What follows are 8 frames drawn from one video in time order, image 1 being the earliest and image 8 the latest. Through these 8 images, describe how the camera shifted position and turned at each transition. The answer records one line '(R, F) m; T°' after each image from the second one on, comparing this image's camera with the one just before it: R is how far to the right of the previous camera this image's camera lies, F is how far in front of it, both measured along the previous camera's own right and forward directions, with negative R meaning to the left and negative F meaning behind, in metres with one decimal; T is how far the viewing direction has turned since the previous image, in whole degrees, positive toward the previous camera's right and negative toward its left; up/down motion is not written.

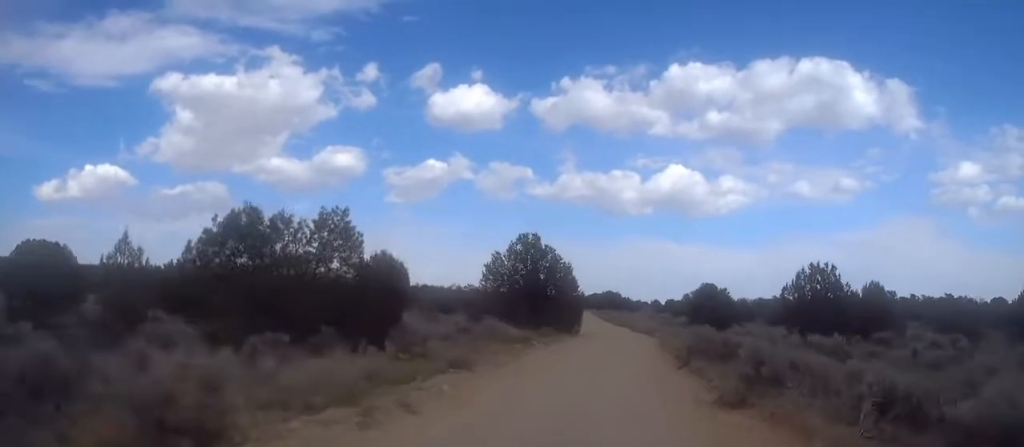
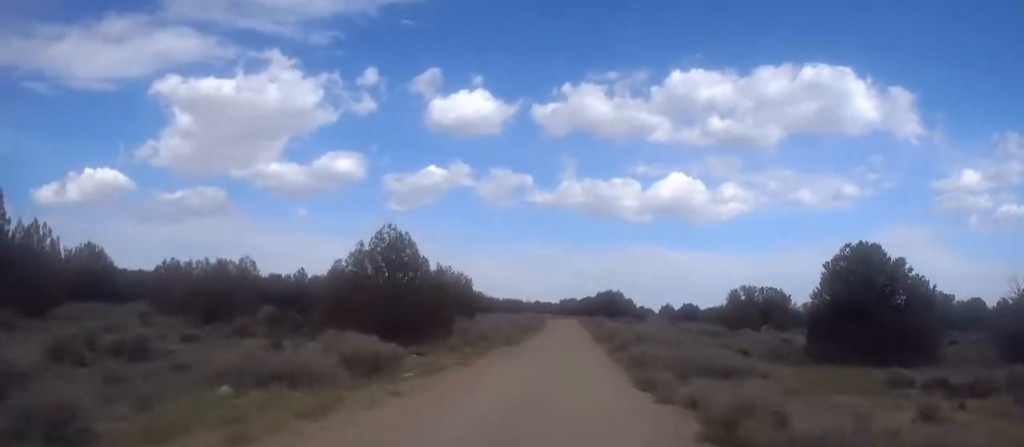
(+4.1, +57.4) m; +4°
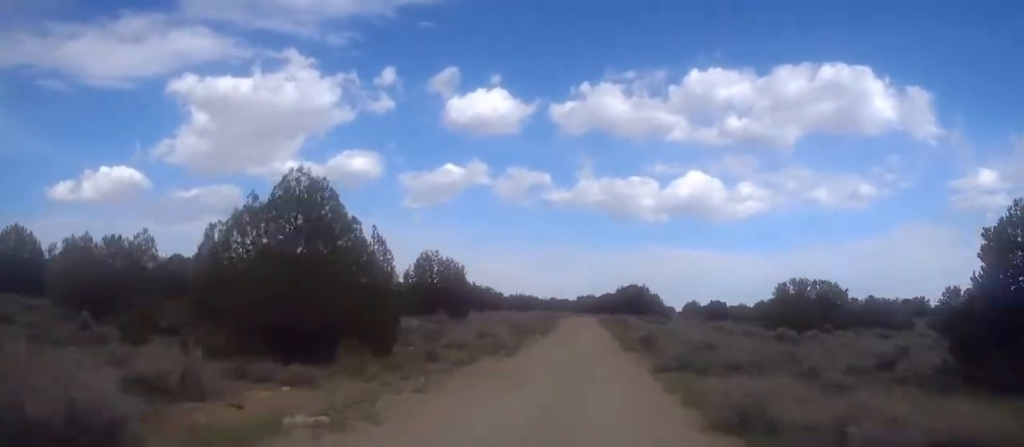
(-0.2, +13.6) m; -1°
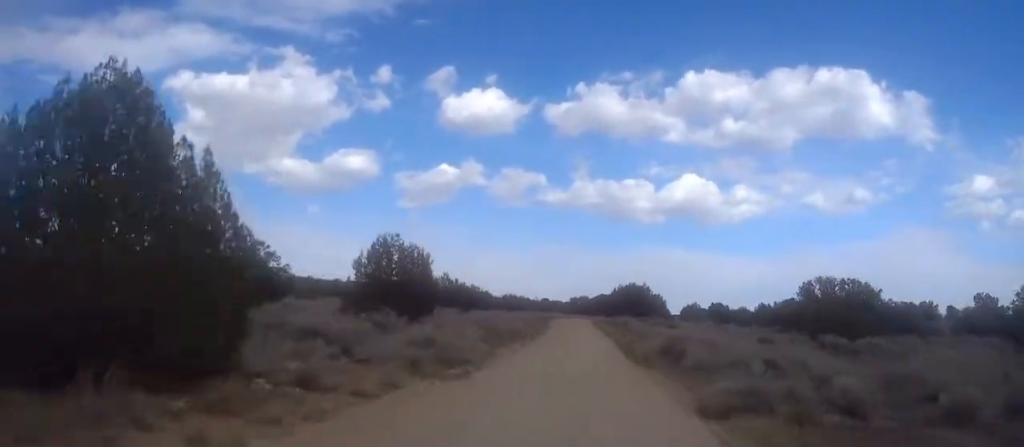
(-0.1, +9.8) m; 0°
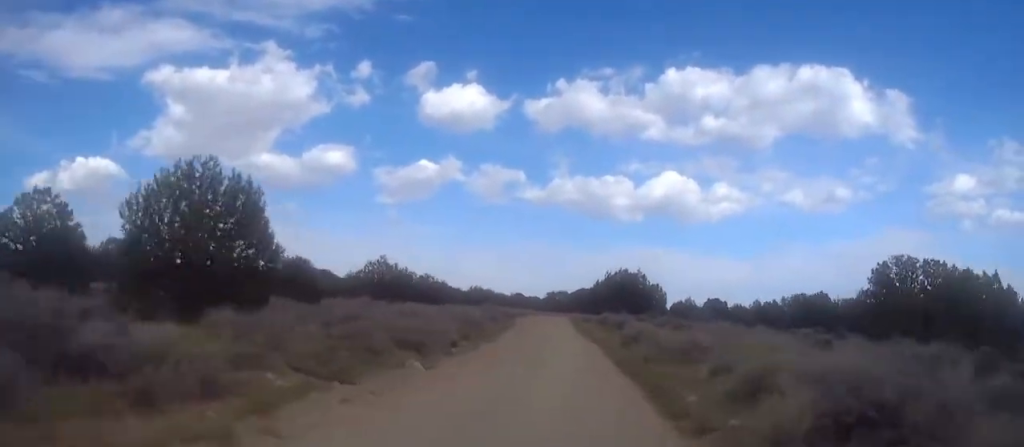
(-0.3, +19.8) m; 0°
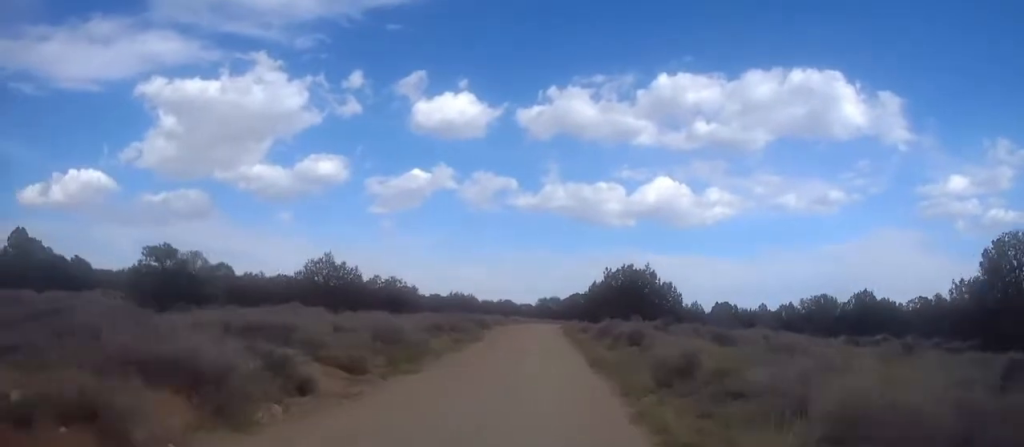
(+0.3, +13.7) m; 0°
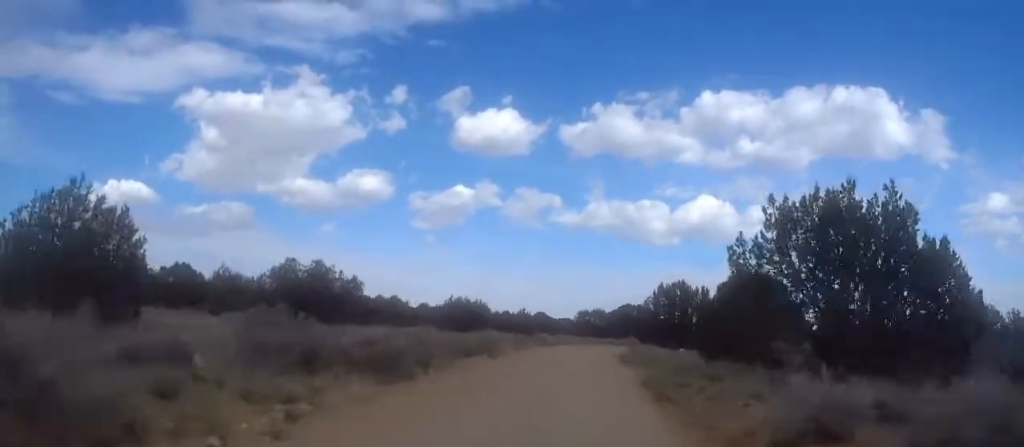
(-0.9, +35.1) m; -3°
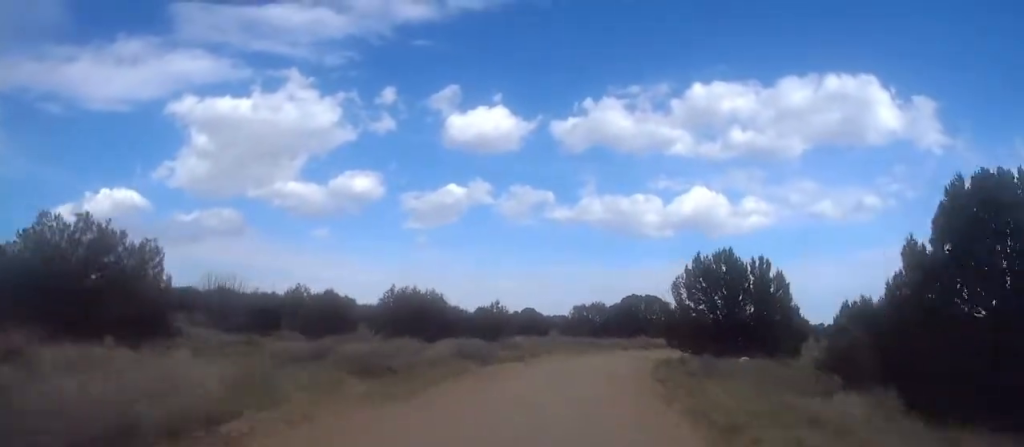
(-0.4, +22.7) m; 0°
